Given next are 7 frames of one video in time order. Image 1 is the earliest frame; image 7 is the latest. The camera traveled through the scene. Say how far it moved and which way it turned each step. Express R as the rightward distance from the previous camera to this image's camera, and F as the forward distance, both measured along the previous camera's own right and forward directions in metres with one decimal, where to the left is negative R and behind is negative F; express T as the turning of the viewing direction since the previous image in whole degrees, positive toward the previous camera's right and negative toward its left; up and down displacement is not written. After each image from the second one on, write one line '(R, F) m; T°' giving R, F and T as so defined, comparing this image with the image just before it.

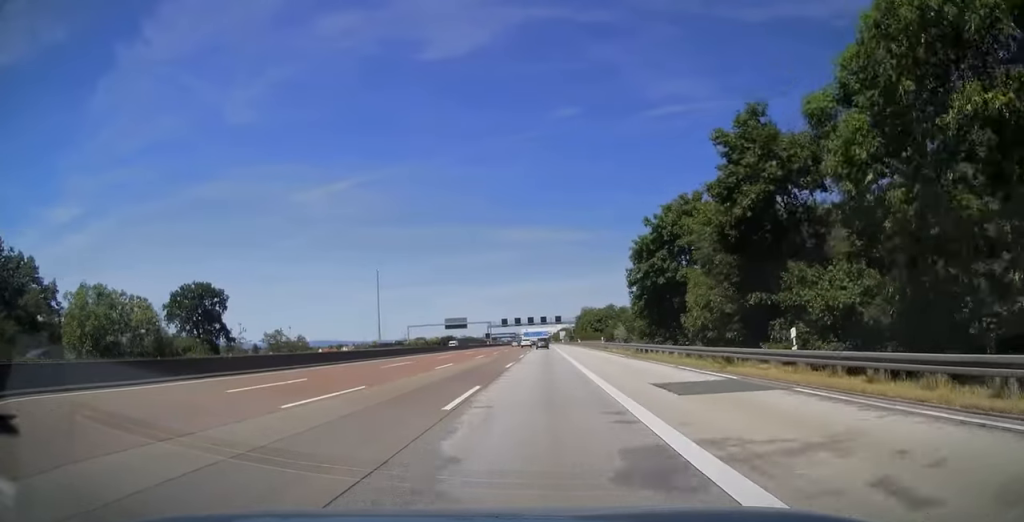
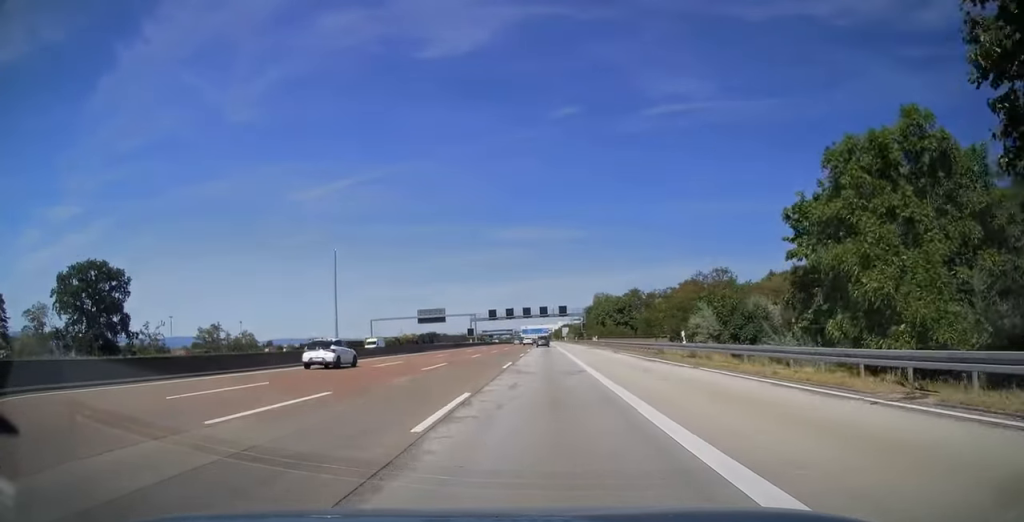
(-0.1, +39.1) m; 0°
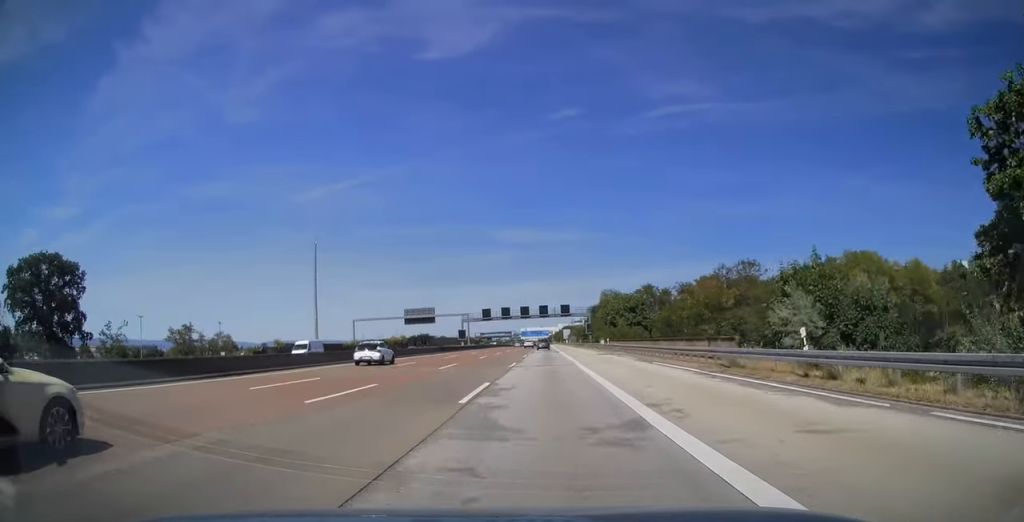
(+0.1, +13.5) m; 0°
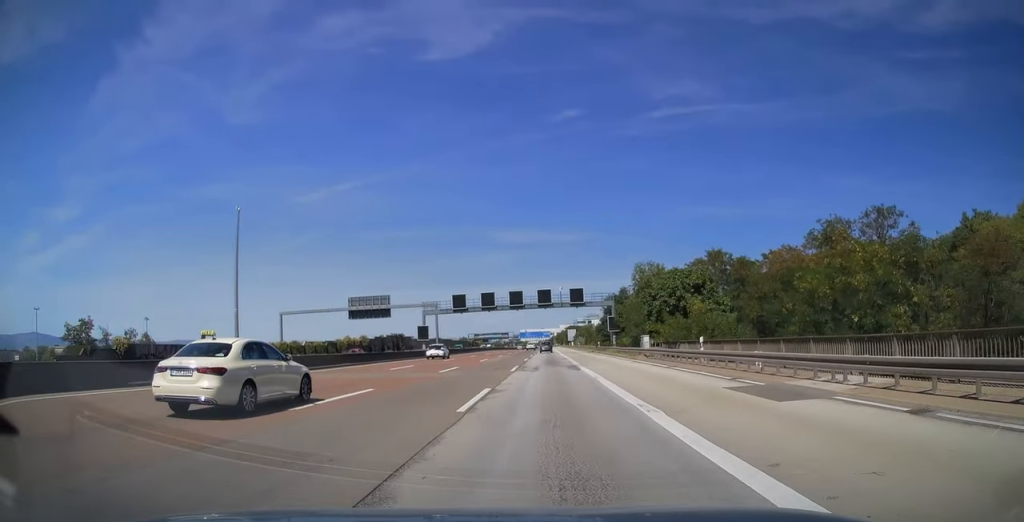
(-0.1, +37.2) m; 0°
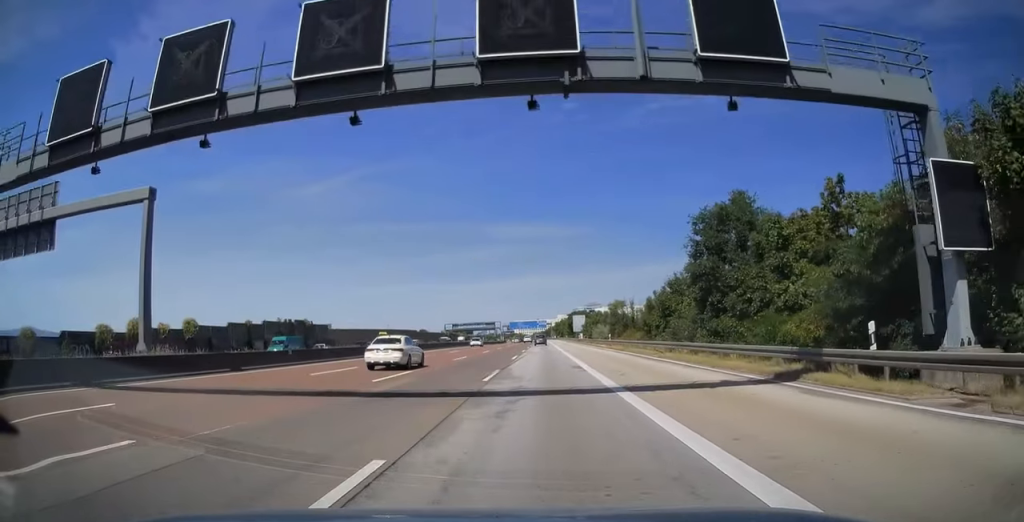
(+0.3, +65.1) m; +1°
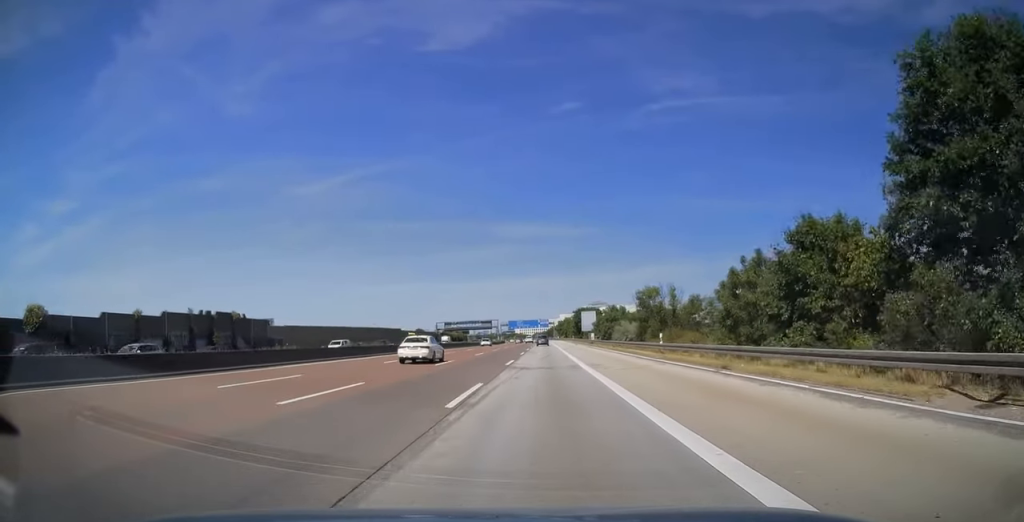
(+0.1, +25.0) m; 0°
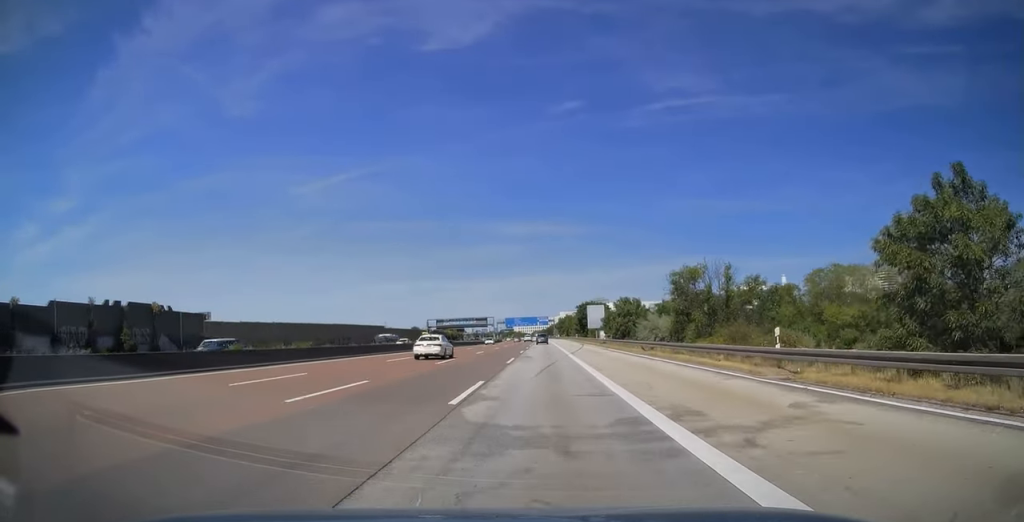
(0.0, +17.3) m; 0°
